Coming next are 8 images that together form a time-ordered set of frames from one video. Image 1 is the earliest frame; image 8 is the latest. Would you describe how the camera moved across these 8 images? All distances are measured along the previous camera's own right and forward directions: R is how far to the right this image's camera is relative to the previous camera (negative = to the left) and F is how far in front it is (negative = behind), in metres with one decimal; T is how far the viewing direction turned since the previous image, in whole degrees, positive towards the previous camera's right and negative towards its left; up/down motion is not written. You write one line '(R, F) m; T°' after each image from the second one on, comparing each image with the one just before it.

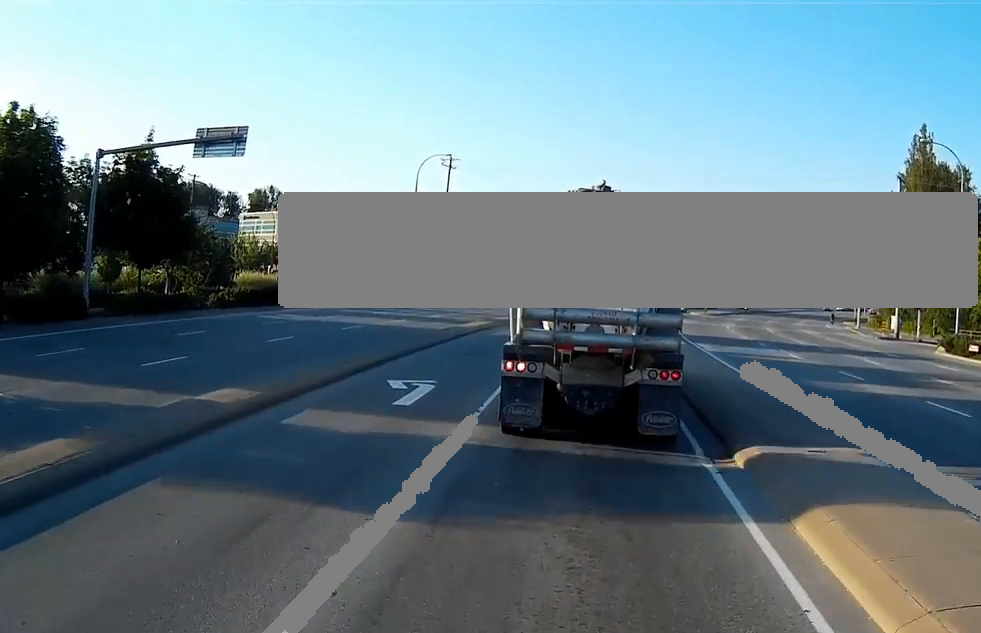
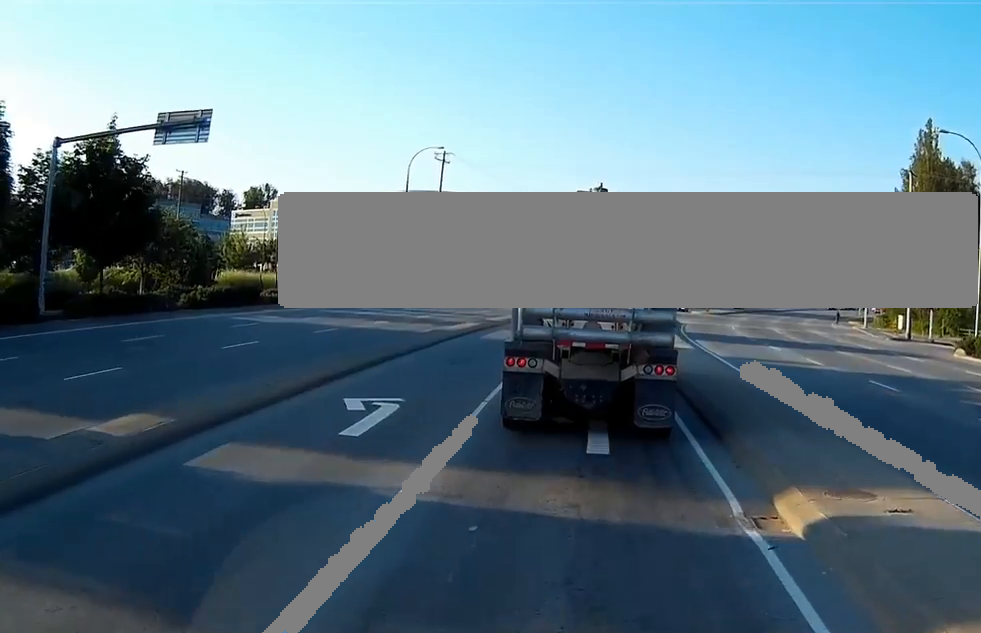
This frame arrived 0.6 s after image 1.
(+0.1, +3.6) m; 0°
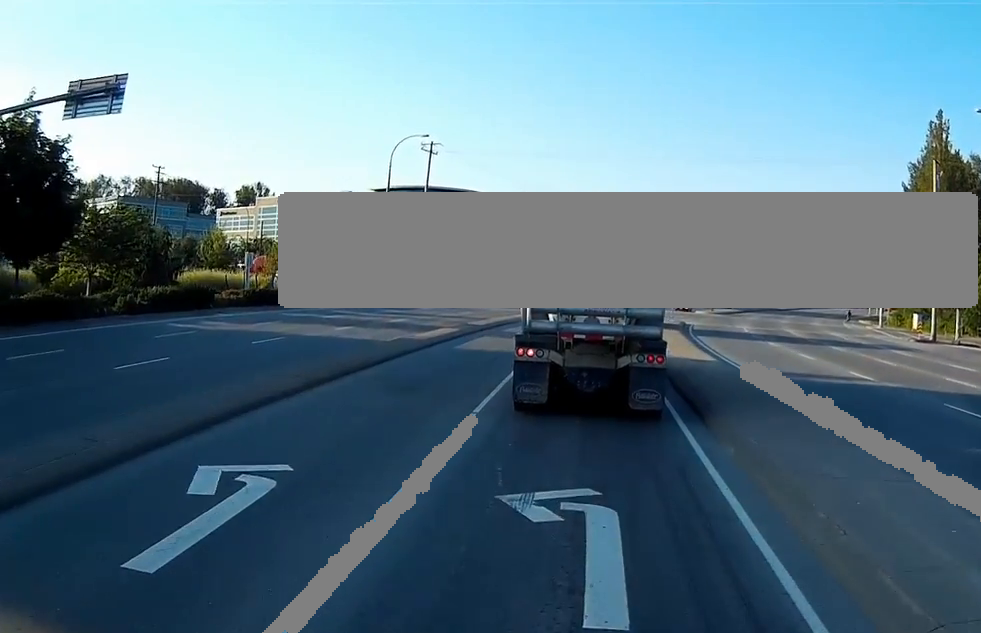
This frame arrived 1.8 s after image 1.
(0.0, +6.7) m; -1°
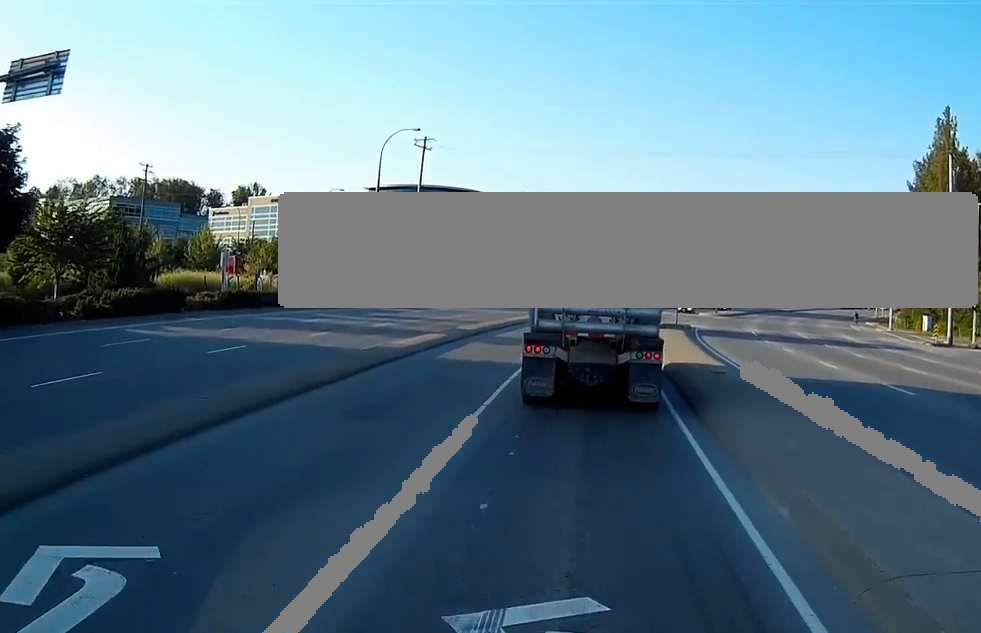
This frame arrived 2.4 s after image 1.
(0.0, +3.6) m; 0°
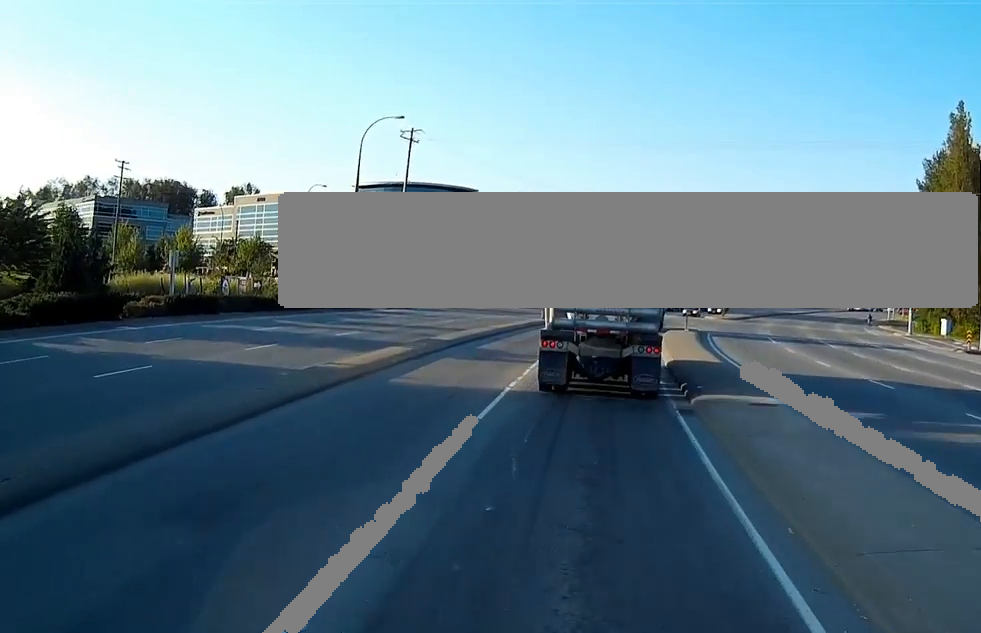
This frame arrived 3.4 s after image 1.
(+0.1, +6.4) m; +1°
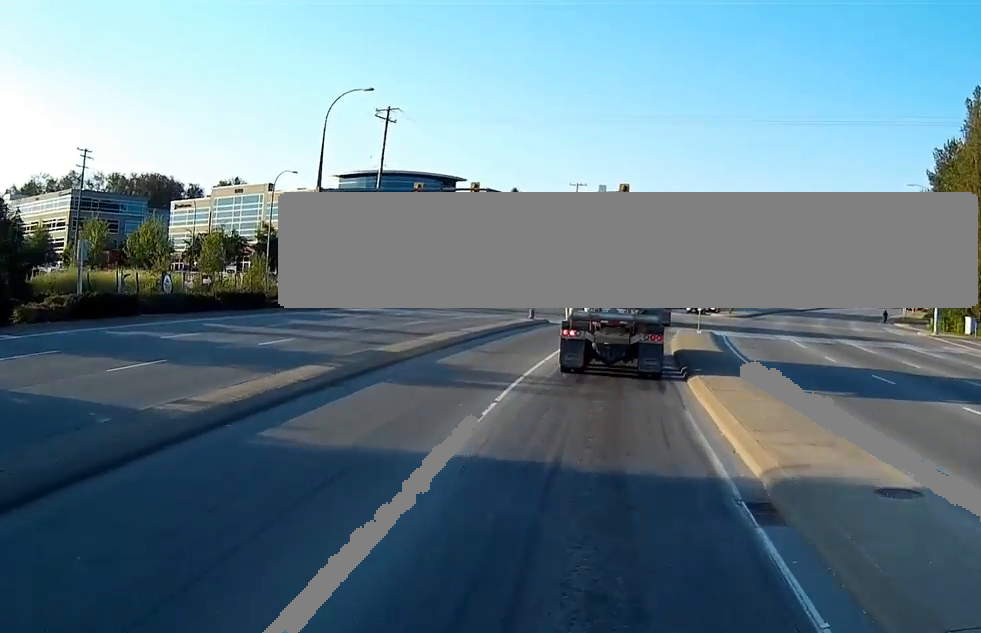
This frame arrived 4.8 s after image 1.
(-0.1, +8.1) m; -1°
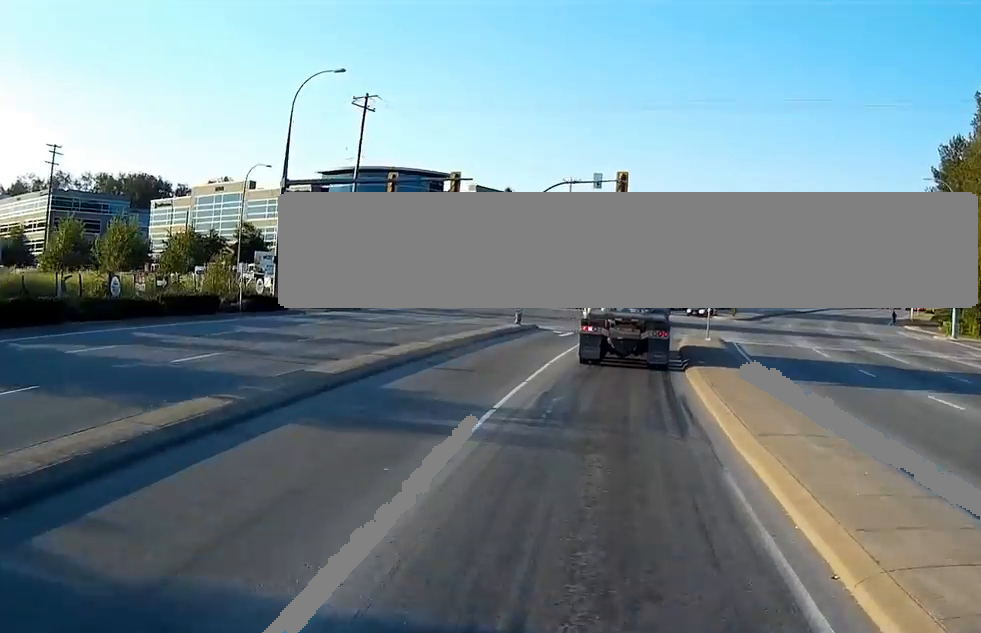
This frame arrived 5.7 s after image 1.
(0.0, +5.6) m; +1°
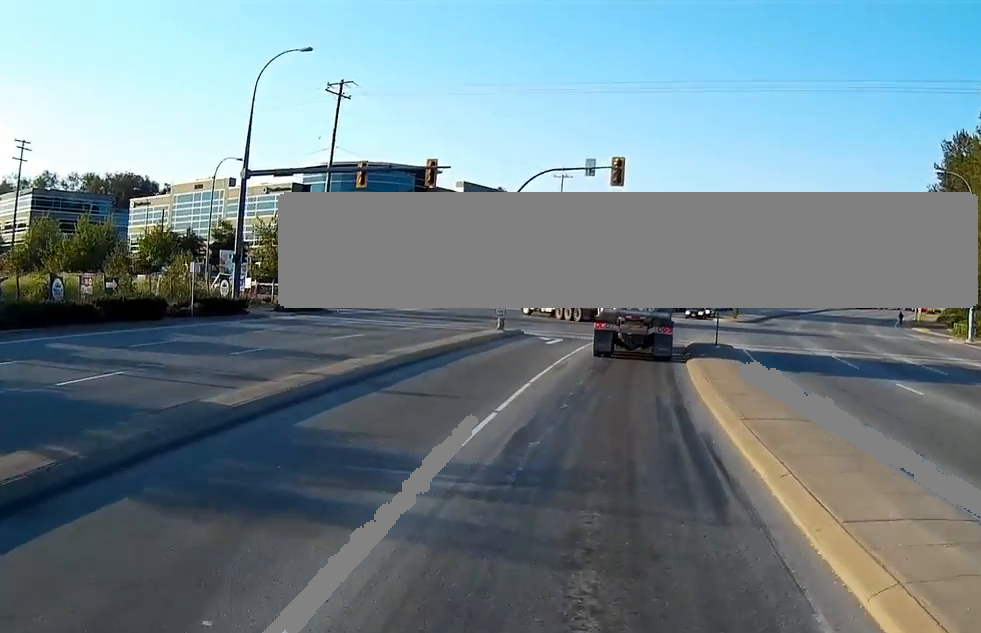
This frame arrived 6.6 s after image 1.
(+0.1, +4.8) m; +2°
